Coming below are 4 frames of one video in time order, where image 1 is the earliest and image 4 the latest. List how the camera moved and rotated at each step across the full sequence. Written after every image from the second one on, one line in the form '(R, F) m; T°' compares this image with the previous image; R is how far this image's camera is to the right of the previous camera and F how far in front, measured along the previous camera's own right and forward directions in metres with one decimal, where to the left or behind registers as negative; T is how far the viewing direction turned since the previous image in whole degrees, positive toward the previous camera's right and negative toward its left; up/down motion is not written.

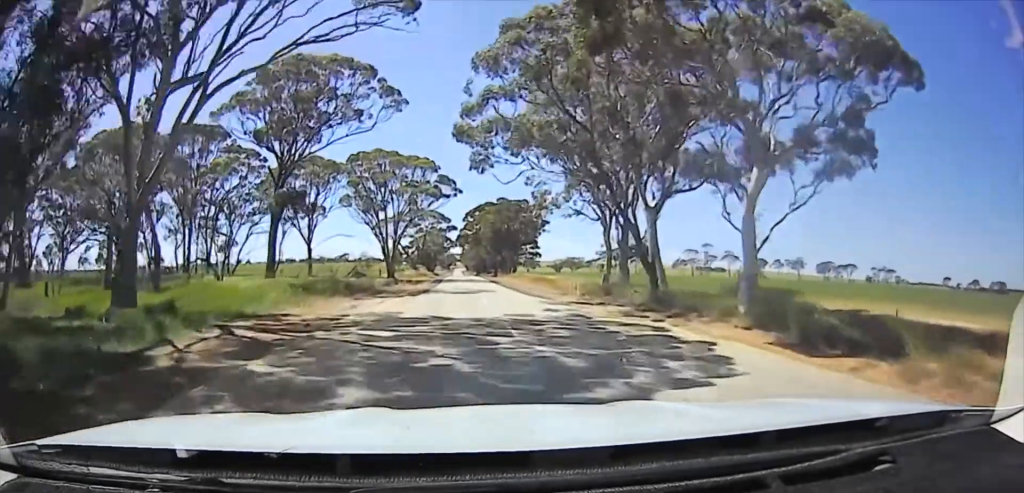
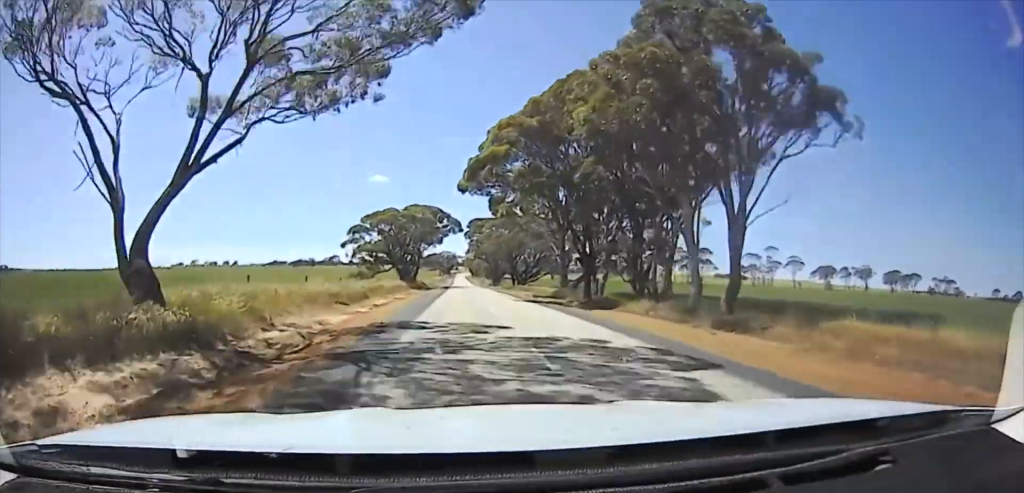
(0.0, +100.4) m; 0°
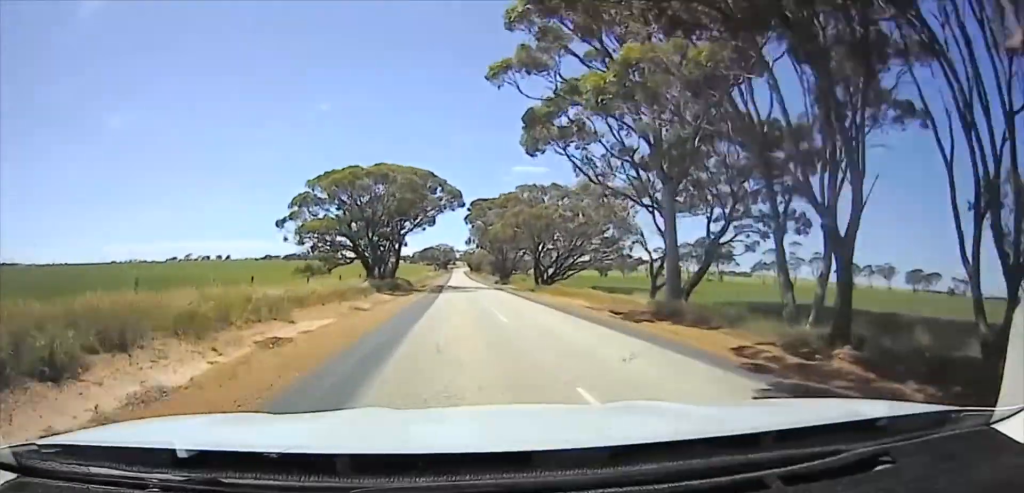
(0.0, +36.8) m; 0°
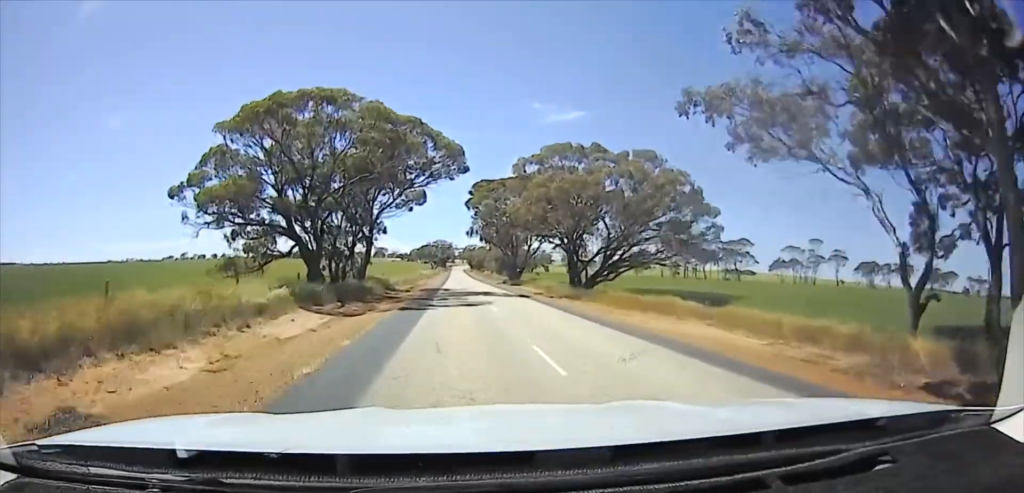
(0.0, +26.7) m; 0°
